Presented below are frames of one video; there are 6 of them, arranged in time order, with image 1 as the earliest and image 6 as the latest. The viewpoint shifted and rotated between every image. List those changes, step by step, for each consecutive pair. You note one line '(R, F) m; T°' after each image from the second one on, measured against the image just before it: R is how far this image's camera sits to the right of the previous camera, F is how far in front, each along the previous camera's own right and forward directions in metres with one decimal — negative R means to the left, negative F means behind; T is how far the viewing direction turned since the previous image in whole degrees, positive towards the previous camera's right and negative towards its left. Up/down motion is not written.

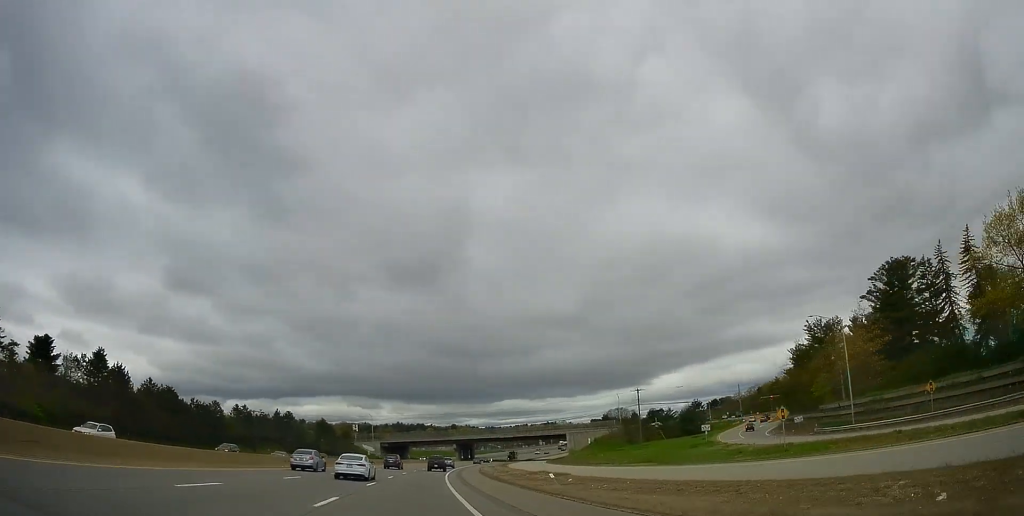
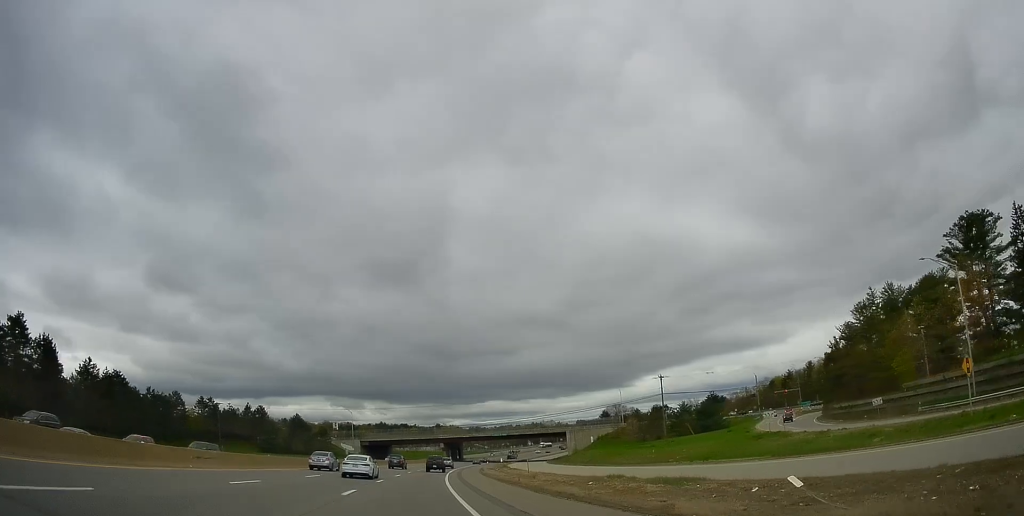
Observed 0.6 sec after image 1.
(+0.5, +19.9) m; +2°
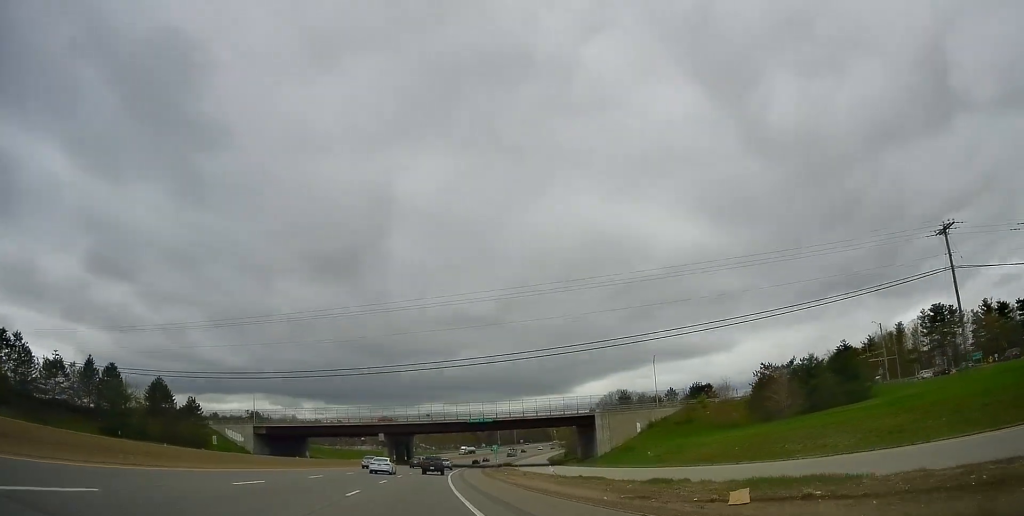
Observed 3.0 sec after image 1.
(+4.7, +73.6) m; +7°
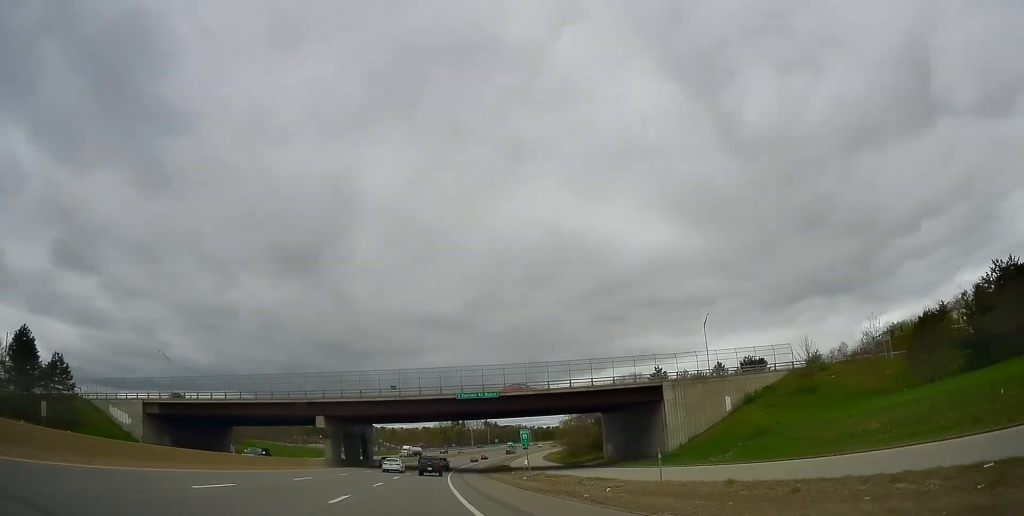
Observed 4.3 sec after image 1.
(+0.6, +39.7) m; +2°
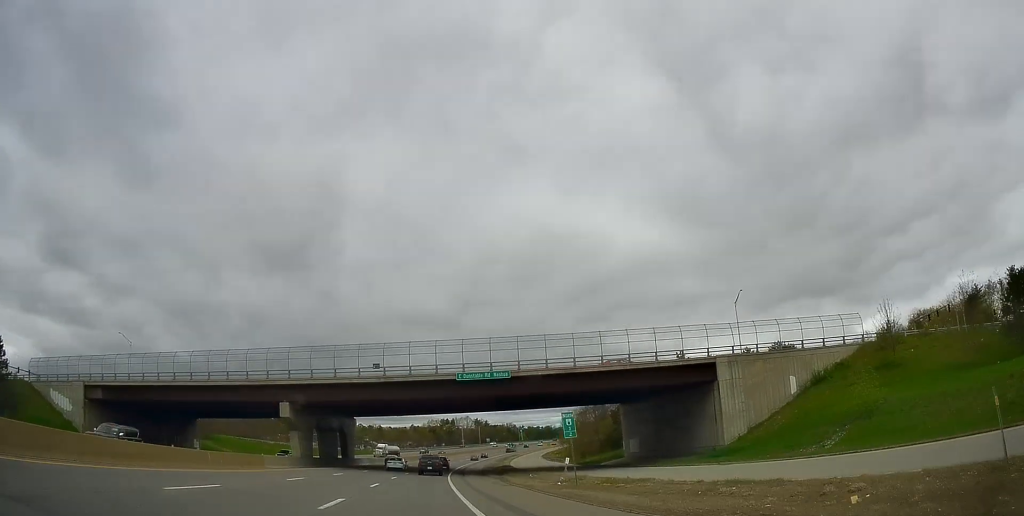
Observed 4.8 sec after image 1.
(-0.3, +14.1) m; +1°
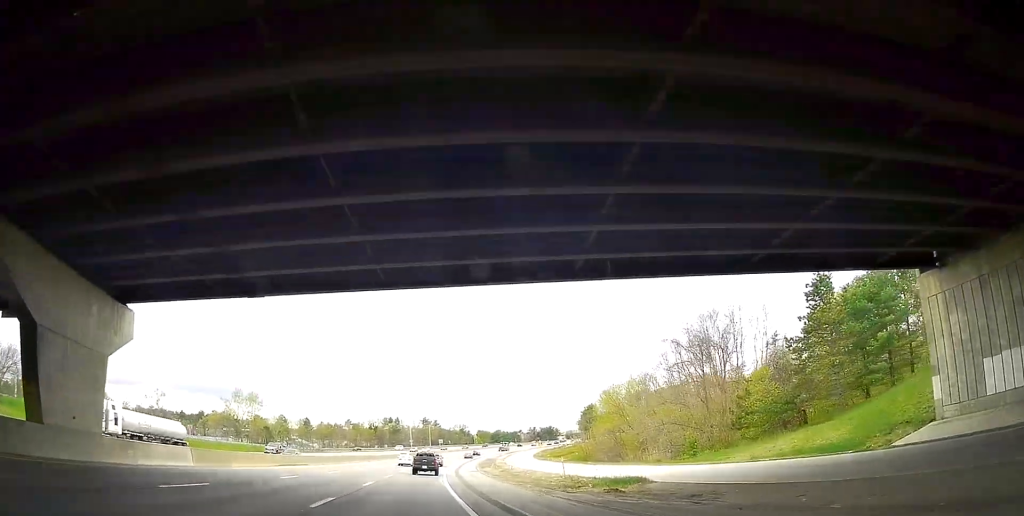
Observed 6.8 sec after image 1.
(+3.3, +60.3) m; +4°
